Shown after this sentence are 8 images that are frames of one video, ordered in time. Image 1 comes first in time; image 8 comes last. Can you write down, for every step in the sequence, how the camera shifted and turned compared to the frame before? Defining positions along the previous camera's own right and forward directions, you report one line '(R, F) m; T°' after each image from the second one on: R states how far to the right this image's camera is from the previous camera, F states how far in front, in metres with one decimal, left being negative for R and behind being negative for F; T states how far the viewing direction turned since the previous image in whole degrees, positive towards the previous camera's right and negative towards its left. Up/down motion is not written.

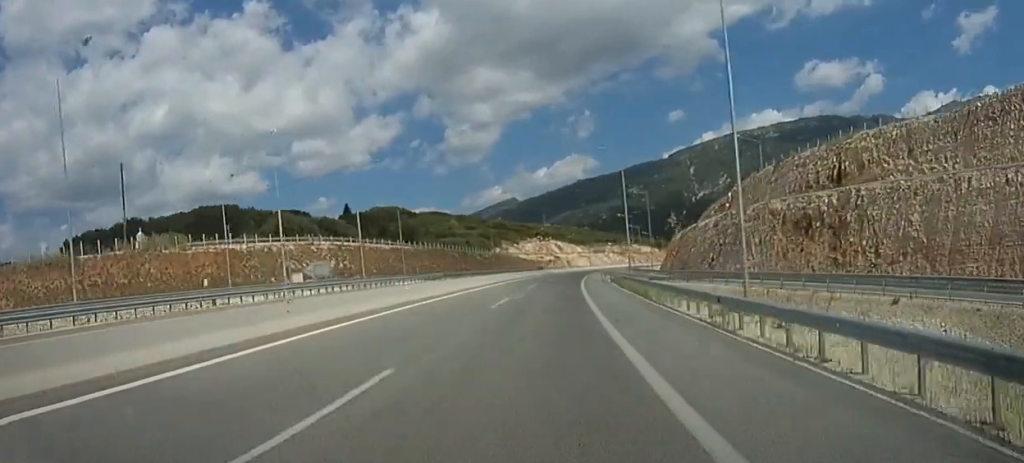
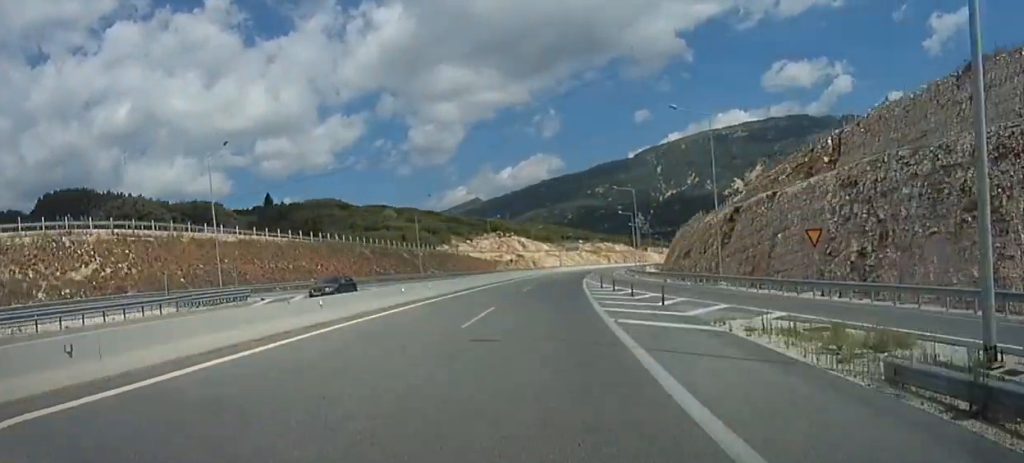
(0.0, +43.4) m; 0°
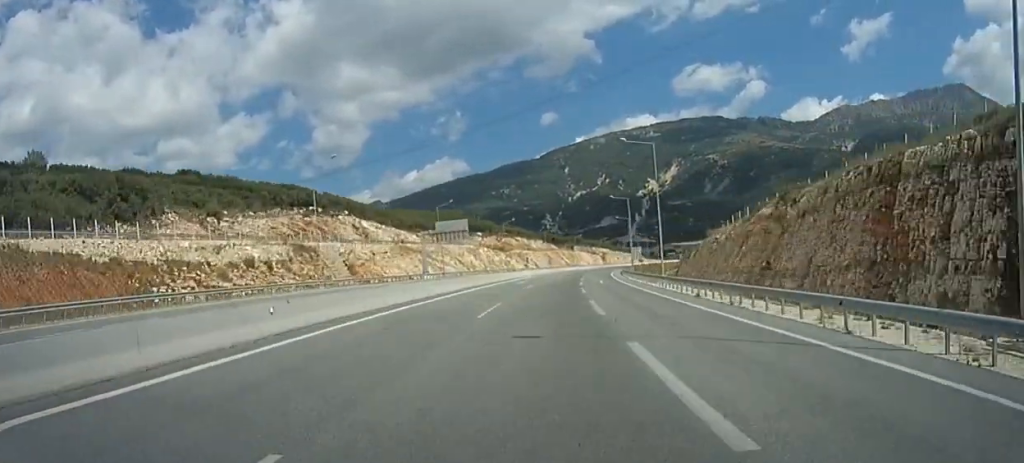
(+9.6, +109.4) m; +12°
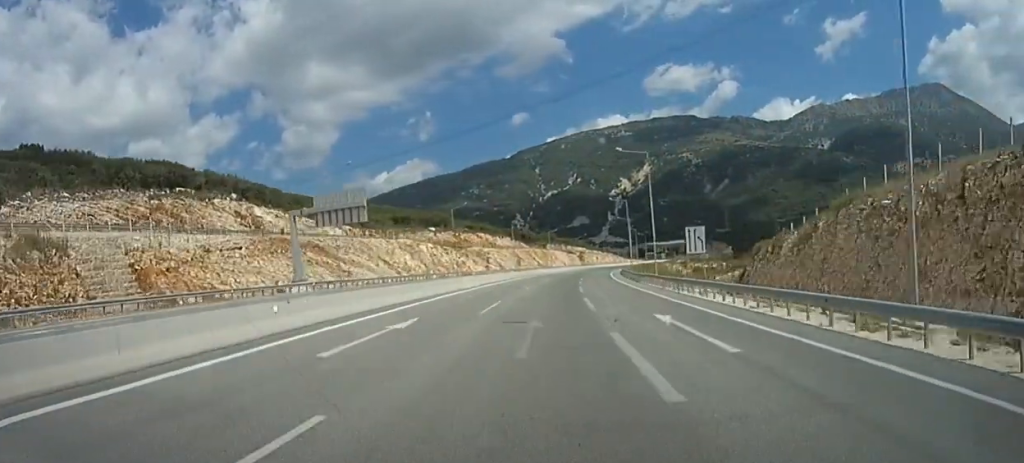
(+1.3, +35.7) m; +3°
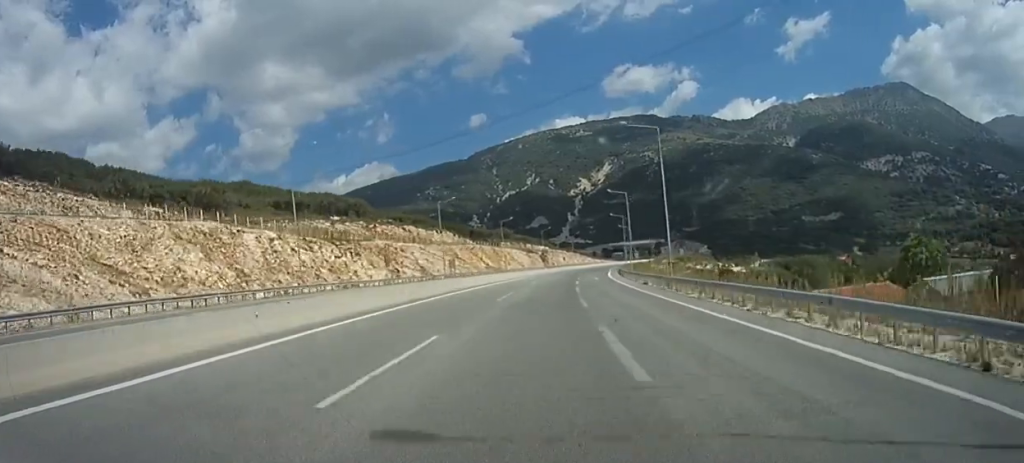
(+1.9, +49.9) m; +5°
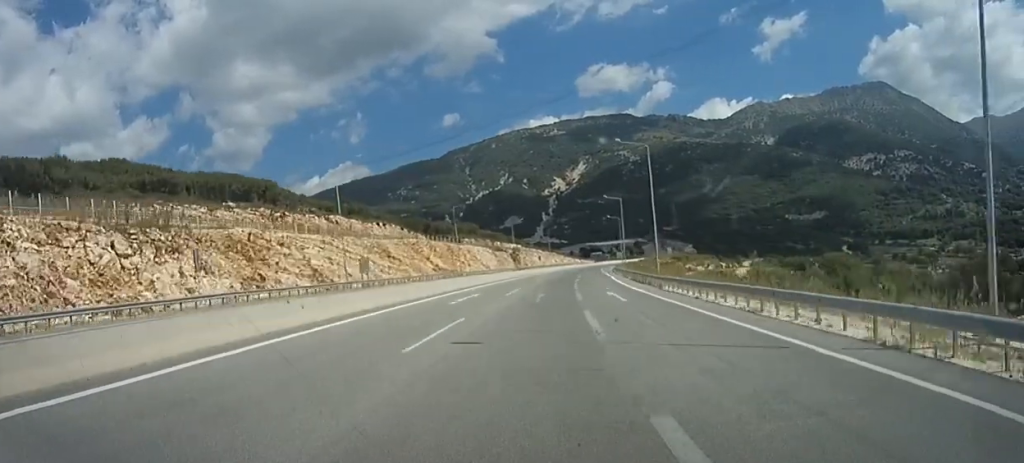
(+0.5, +33.4) m; +3°
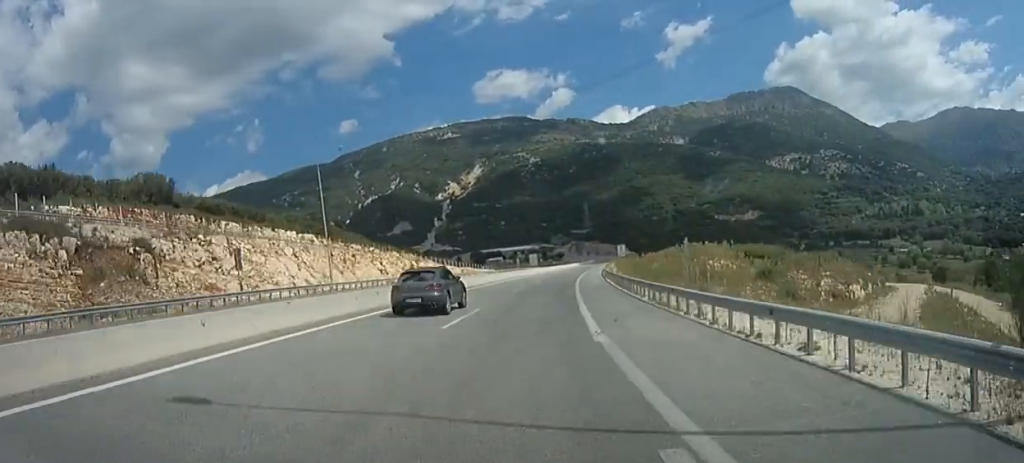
(+14.5, +125.0) m; +11°
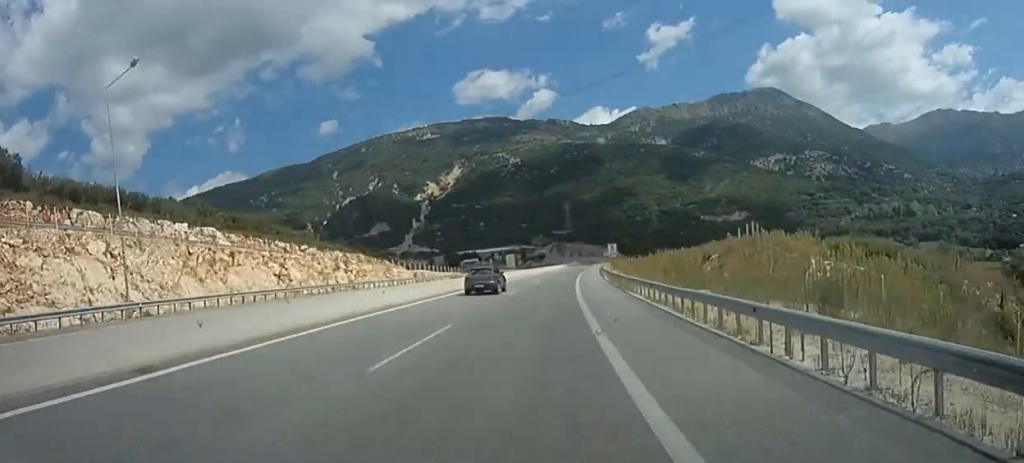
(-0.3, +23.9) m; +1°
